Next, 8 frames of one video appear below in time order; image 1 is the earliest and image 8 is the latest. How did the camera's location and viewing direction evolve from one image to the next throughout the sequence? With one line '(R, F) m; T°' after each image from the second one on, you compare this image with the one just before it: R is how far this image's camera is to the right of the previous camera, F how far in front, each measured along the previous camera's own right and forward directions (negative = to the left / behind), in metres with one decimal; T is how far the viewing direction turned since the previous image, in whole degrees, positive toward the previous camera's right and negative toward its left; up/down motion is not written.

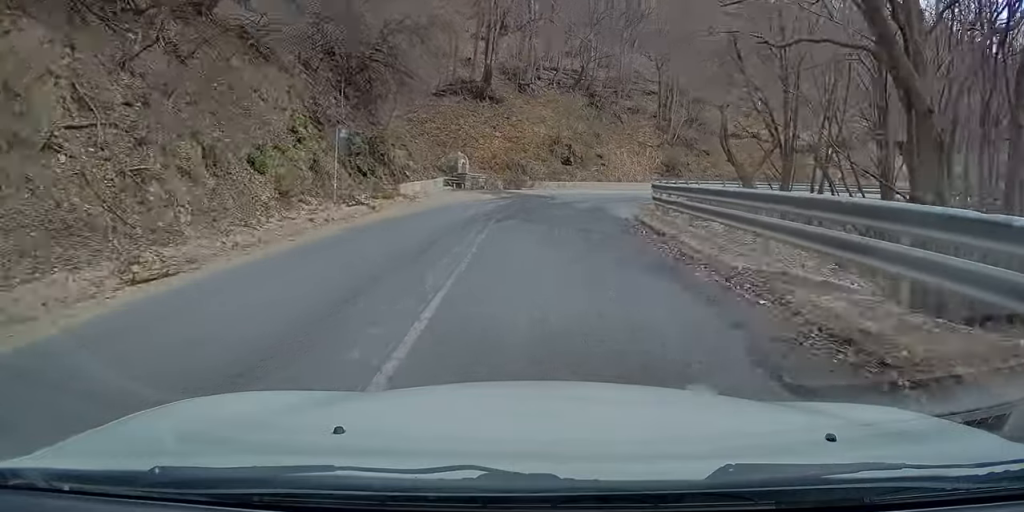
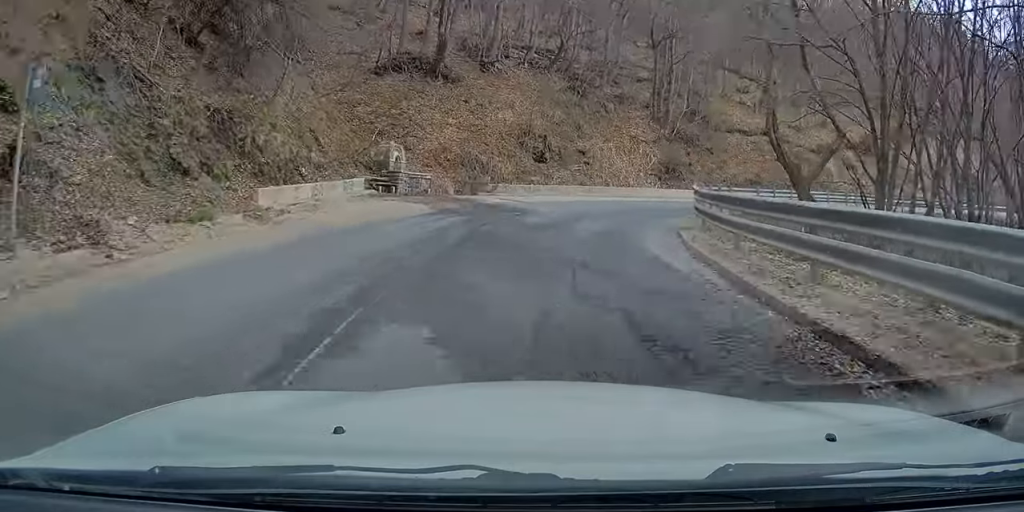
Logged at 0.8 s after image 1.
(+0.2, +12.3) m; +4°
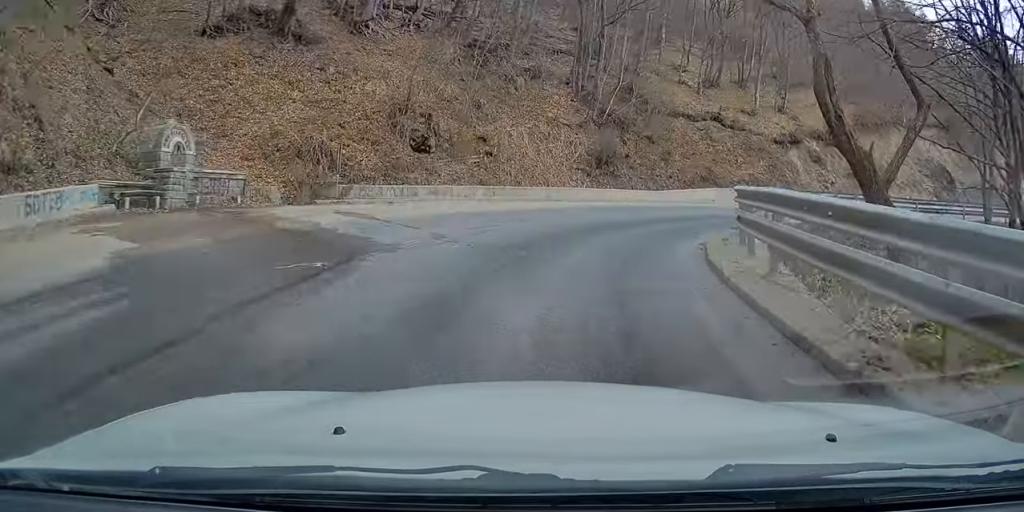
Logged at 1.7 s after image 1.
(+0.8, +12.4) m; +9°
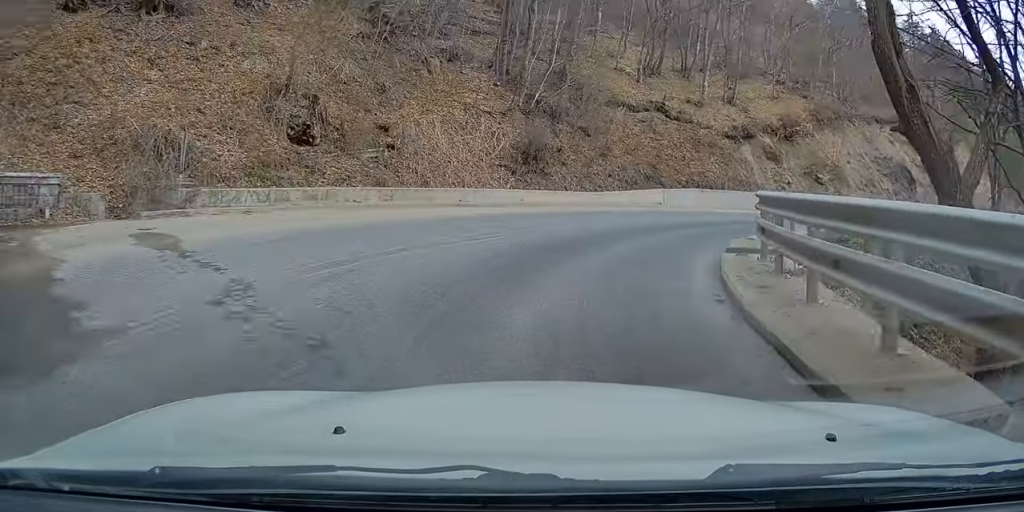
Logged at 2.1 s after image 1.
(+0.3, +6.0) m; +5°
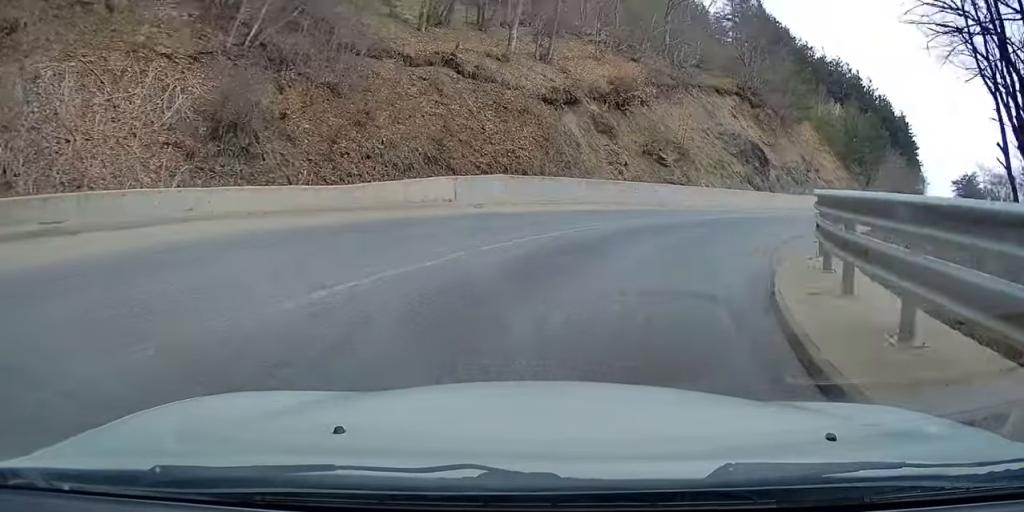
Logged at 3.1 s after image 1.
(+1.5, +12.9) m; +12°
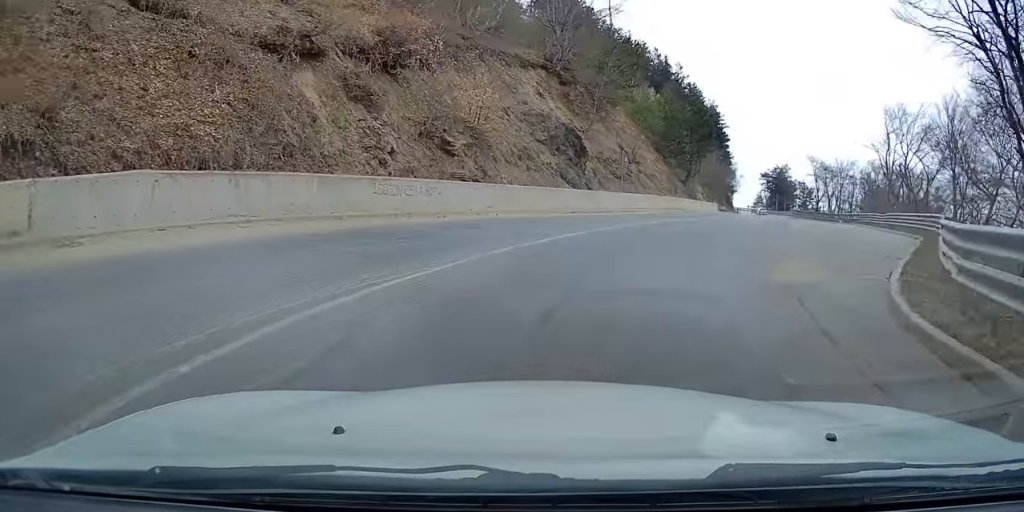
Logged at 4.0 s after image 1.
(+0.7, +10.9) m; +14°
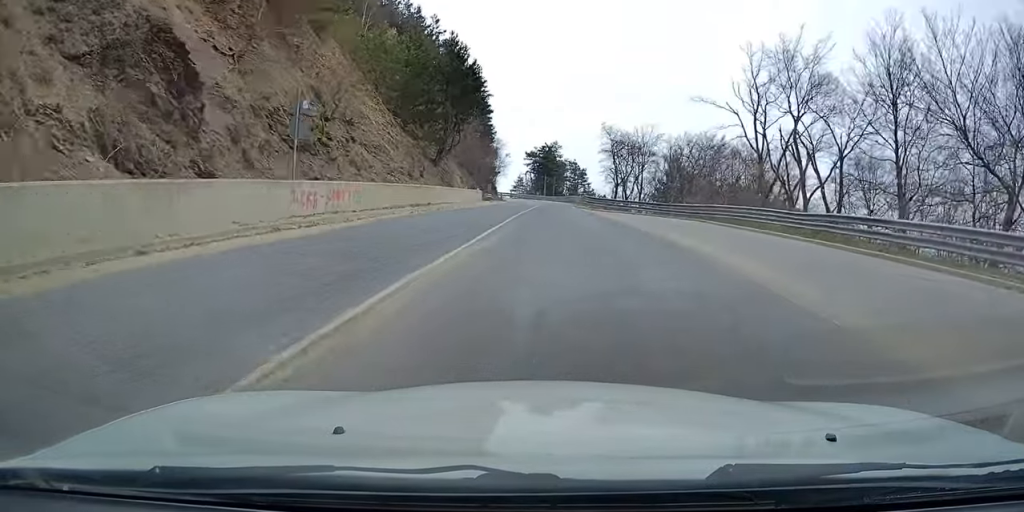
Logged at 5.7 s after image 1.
(+6.3, +16.9) m; +35°
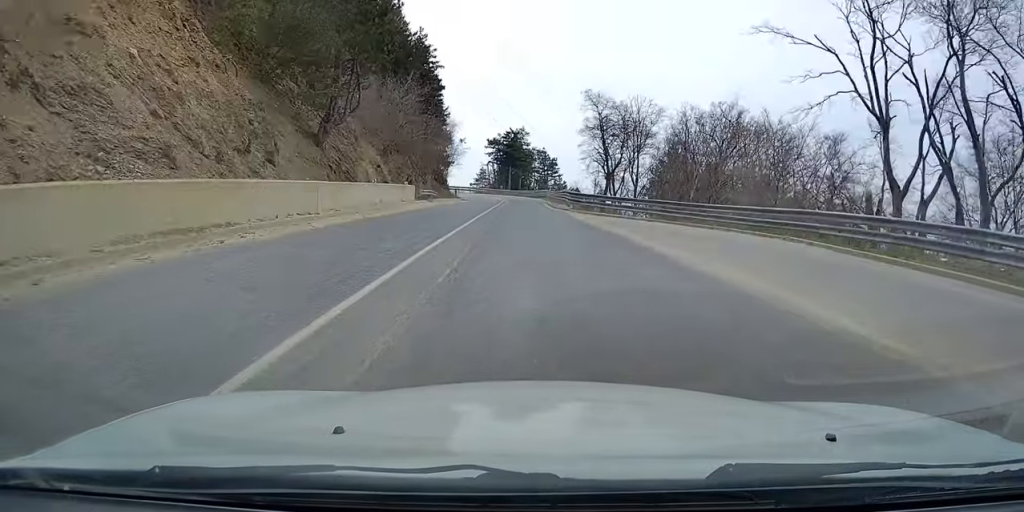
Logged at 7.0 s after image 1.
(+1.7, +16.0) m; +1°
